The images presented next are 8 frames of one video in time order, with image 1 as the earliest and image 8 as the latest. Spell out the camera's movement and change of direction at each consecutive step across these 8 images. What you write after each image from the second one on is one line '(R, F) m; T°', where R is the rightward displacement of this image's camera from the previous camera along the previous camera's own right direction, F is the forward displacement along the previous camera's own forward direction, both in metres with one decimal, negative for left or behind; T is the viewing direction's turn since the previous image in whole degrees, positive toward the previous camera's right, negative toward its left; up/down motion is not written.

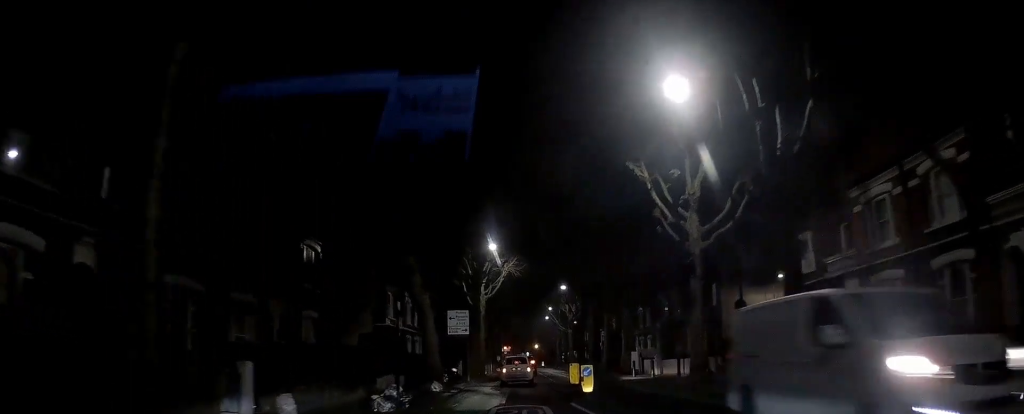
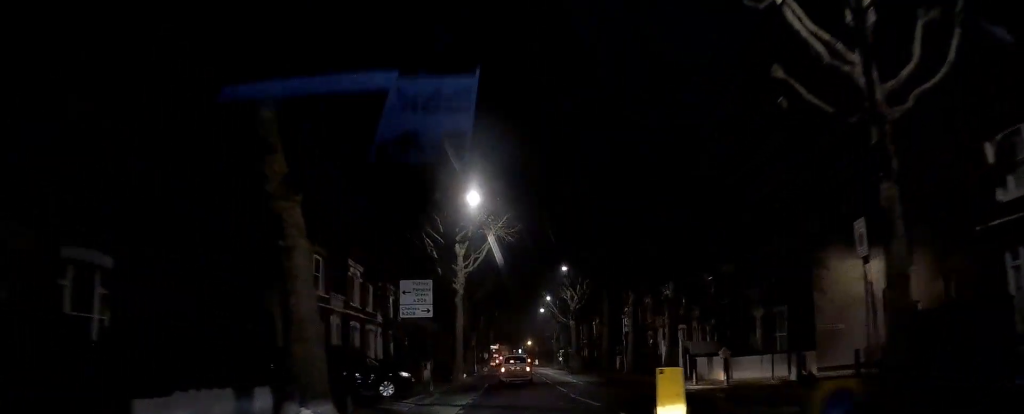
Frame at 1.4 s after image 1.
(+0.1, +14.0) m; 0°
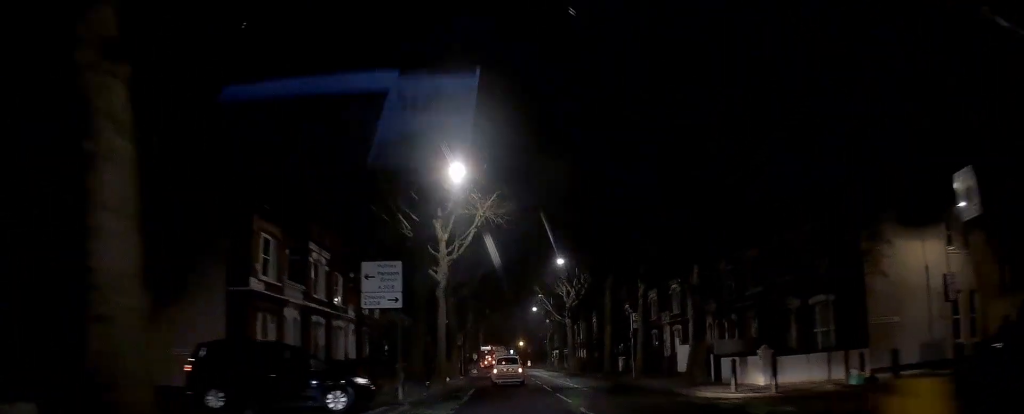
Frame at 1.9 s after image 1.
(-0.1, +5.3) m; 0°
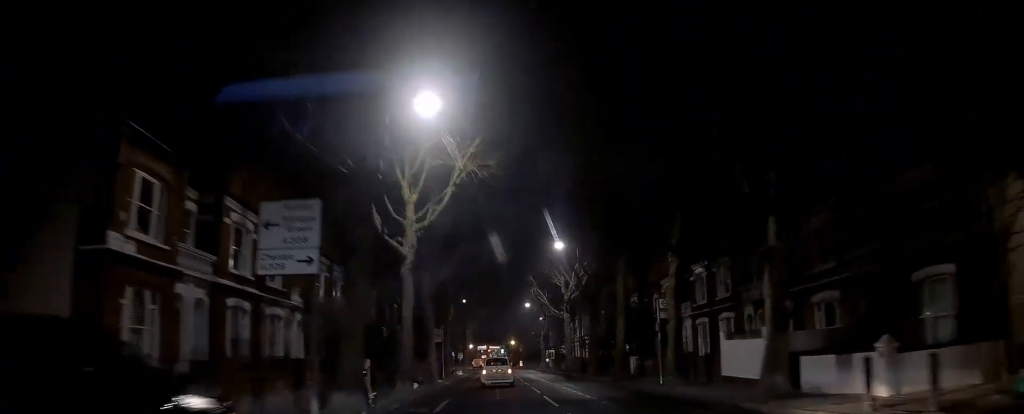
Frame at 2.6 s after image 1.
(0.0, +8.1) m; 0°
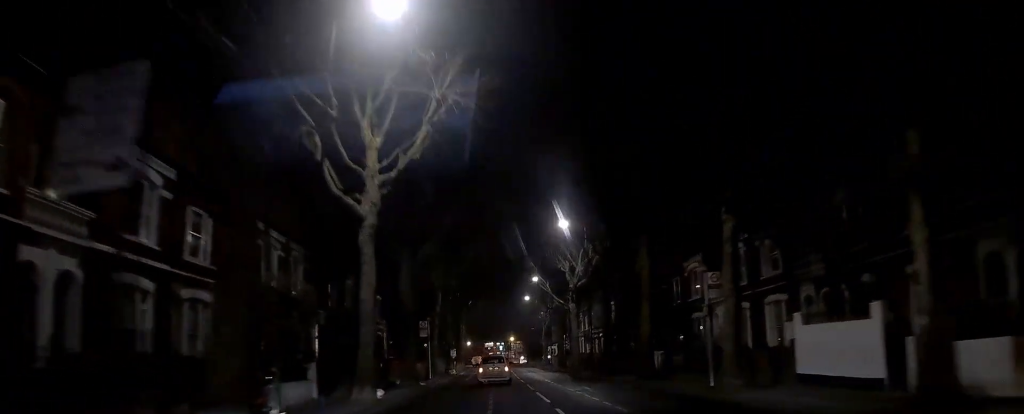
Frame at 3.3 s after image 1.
(+0.1, +6.6) m; 0°
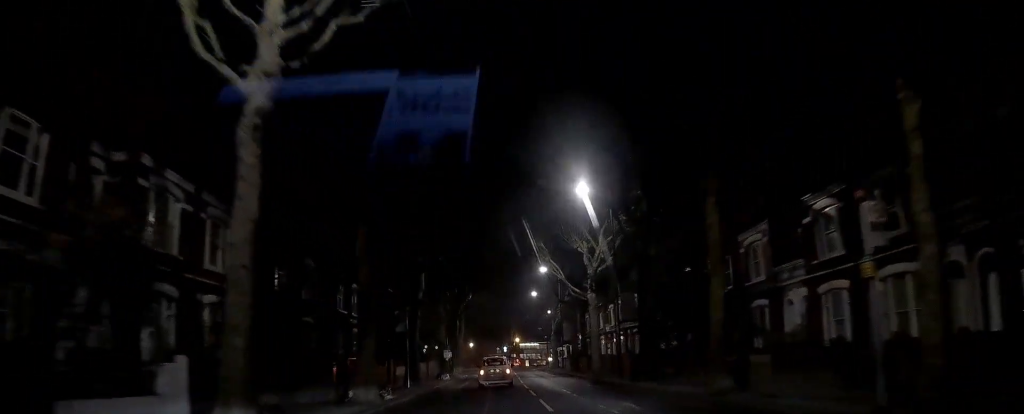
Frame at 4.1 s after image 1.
(-0.1, +9.0) m; 0°
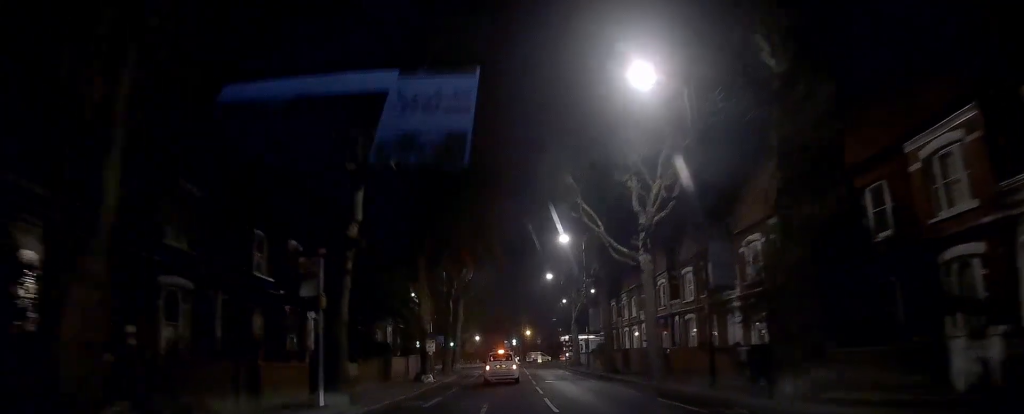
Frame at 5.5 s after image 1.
(0.0, +13.9) m; -1°
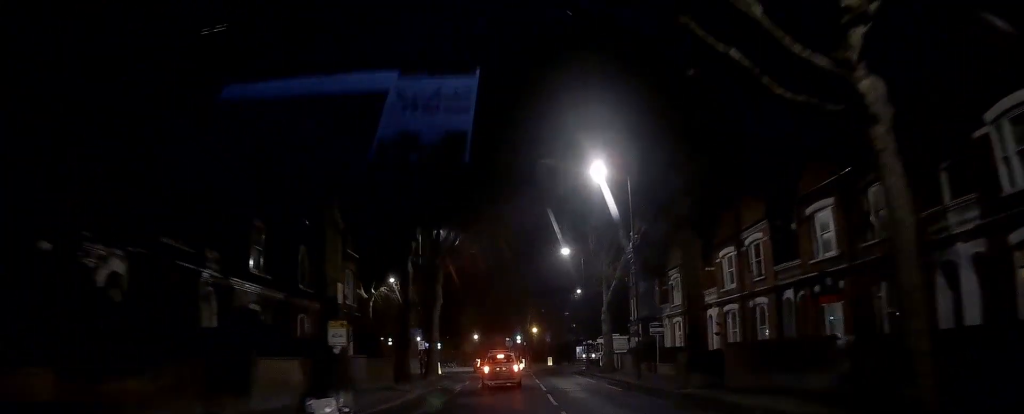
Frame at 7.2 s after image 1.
(-0.4, +17.8) m; -1°
